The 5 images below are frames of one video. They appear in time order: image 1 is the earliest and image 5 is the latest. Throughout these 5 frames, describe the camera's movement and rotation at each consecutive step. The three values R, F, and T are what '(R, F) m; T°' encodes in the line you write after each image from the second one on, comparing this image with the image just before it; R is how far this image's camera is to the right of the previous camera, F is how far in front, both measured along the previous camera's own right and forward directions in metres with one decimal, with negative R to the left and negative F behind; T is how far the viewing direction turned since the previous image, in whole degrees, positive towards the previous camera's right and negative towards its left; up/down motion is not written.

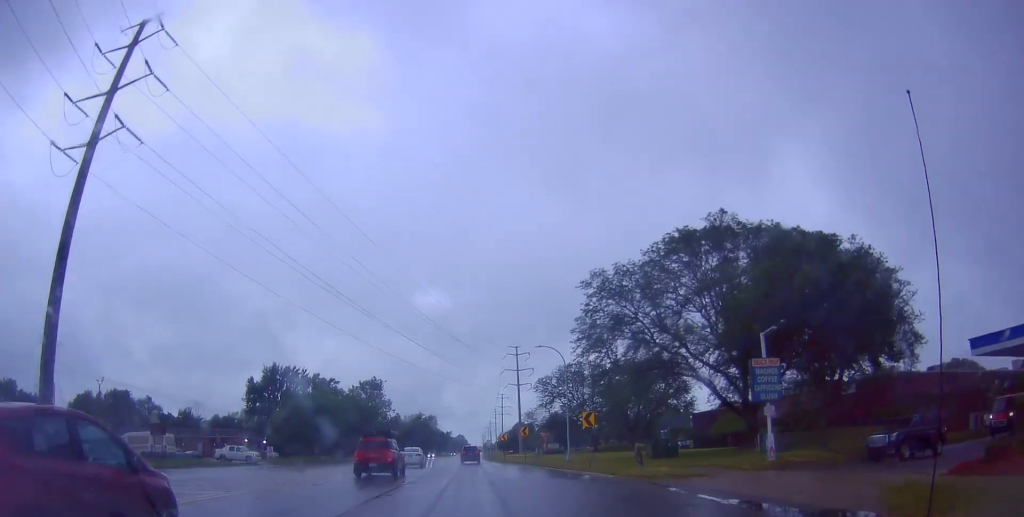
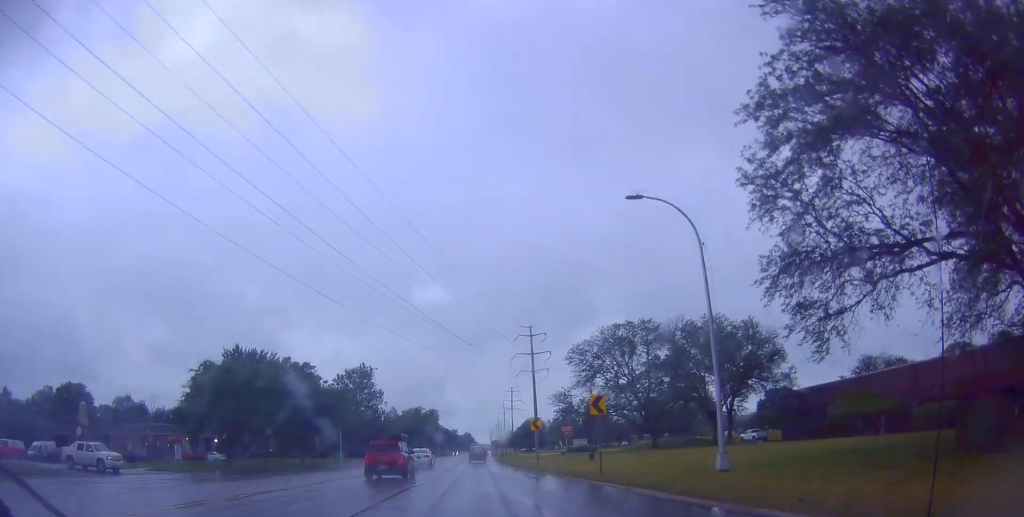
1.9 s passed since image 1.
(-0.2, +29.5) m; -1°
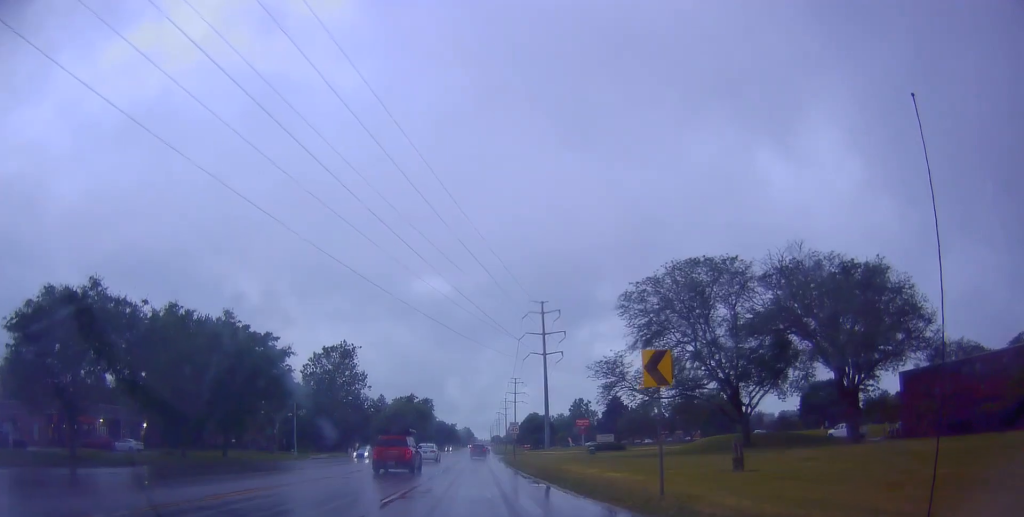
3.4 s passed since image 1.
(-0.3, +24.7) m; +1°
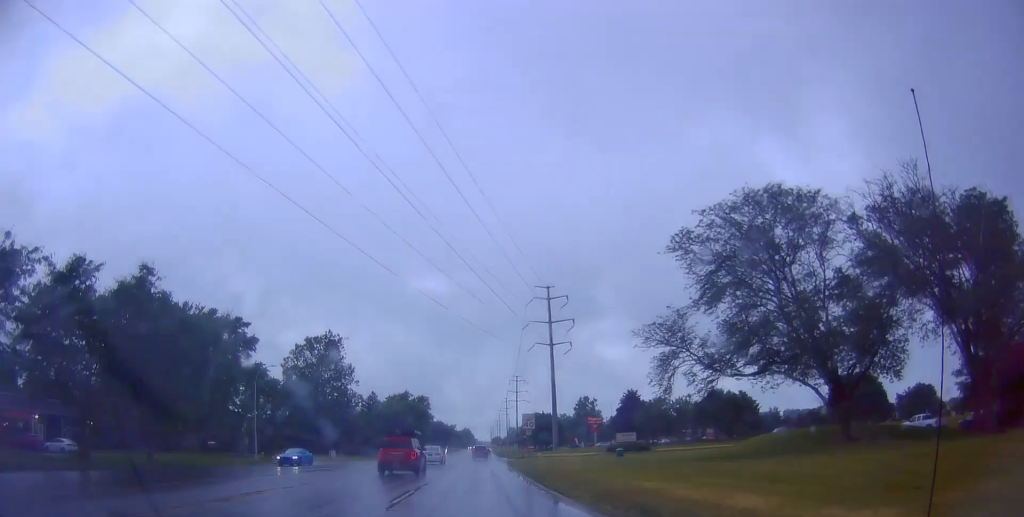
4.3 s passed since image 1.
(+0.3, +13.8) m; +2°
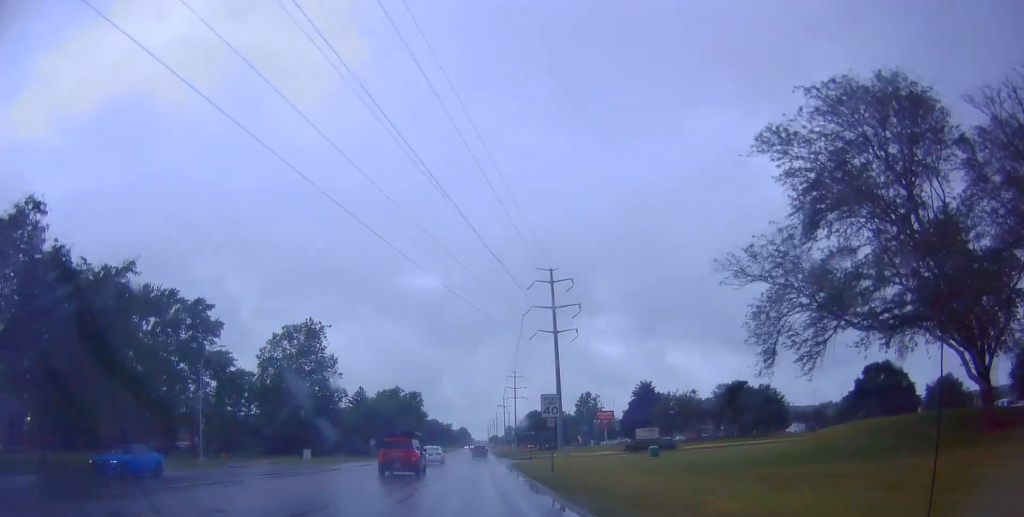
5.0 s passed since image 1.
(+0.2, +12.3) m; +1°
